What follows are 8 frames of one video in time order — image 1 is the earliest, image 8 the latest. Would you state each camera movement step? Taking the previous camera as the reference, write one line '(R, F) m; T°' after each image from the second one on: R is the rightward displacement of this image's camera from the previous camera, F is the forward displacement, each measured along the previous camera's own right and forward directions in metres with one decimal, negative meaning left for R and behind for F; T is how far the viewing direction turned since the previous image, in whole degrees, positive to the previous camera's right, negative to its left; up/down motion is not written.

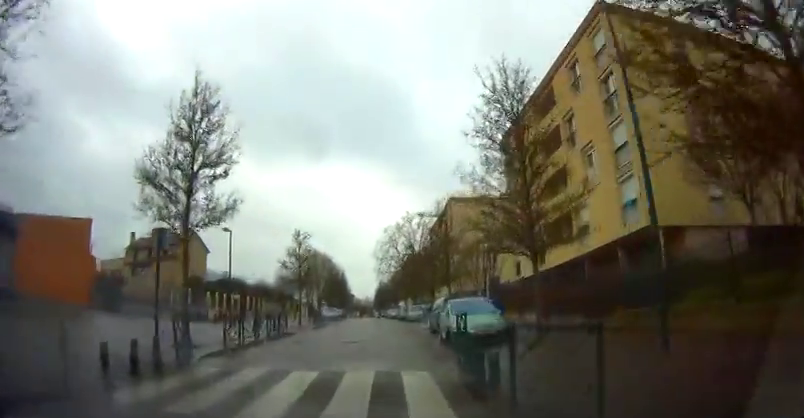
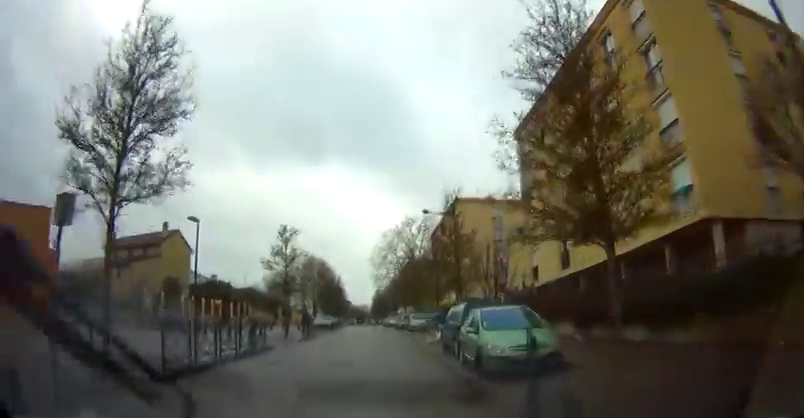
(-0.2, +4.1) m; 0°
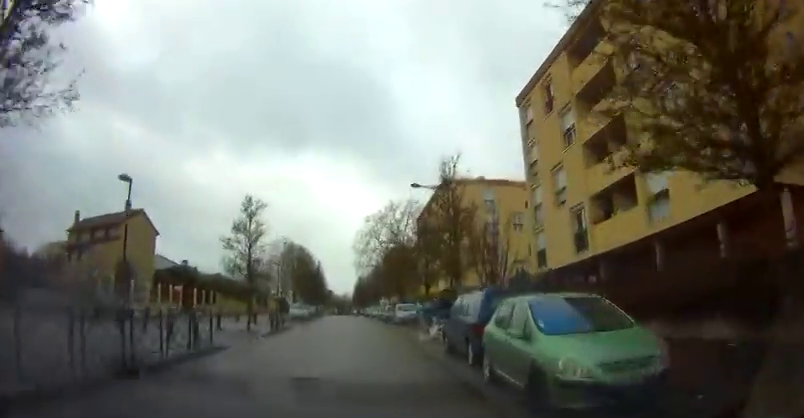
(+0.2, +4.5) m; +1°
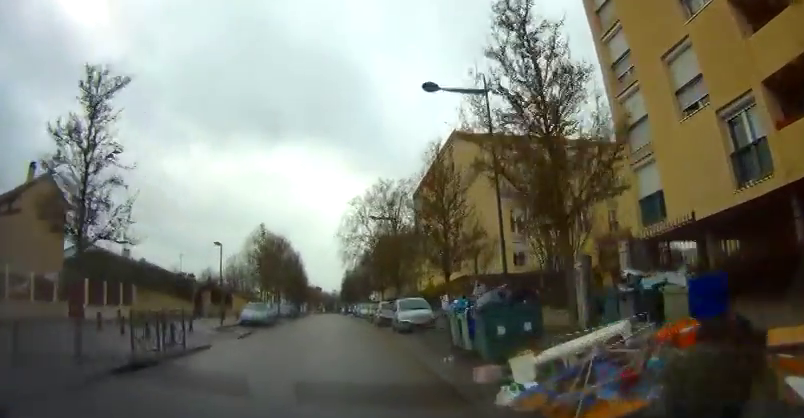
(+0.2, +13.0) m; +1°
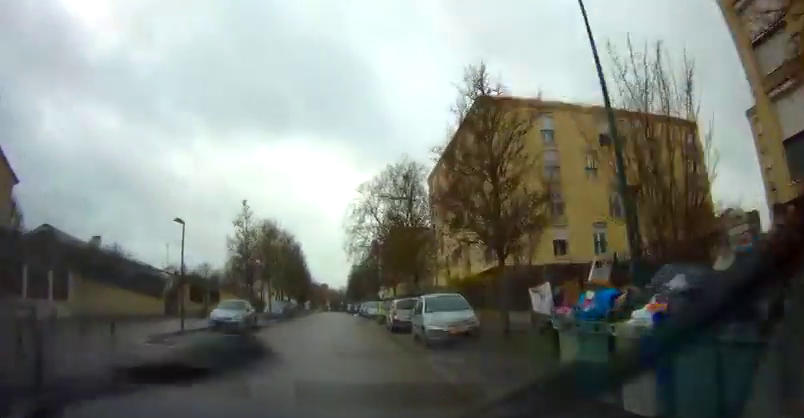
(0.0, +7.1) m; 0°
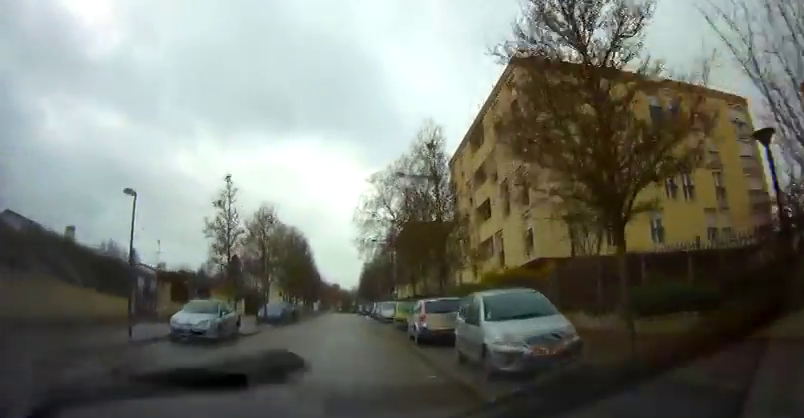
(0.0, +5.9) m; 0°
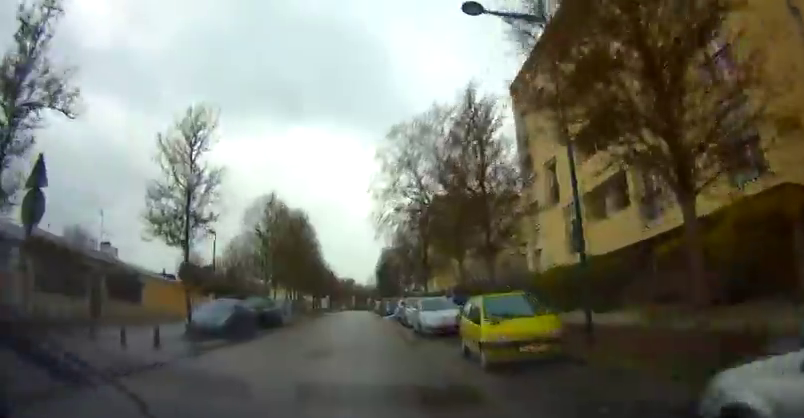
(-0.4, +15.6) m; -4°
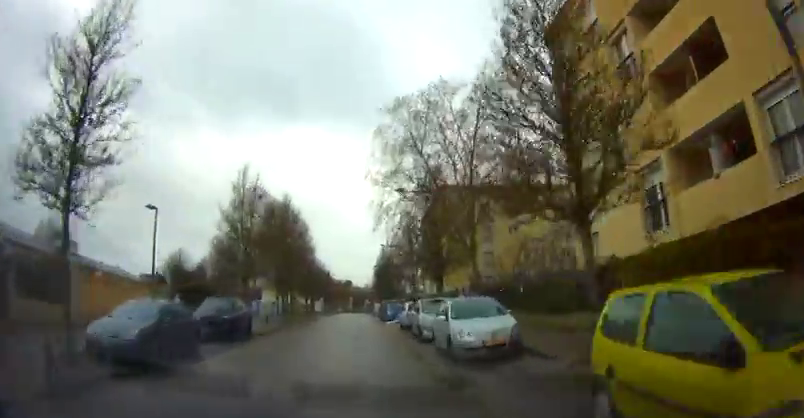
(-0.3, +6.8) m; 0°
